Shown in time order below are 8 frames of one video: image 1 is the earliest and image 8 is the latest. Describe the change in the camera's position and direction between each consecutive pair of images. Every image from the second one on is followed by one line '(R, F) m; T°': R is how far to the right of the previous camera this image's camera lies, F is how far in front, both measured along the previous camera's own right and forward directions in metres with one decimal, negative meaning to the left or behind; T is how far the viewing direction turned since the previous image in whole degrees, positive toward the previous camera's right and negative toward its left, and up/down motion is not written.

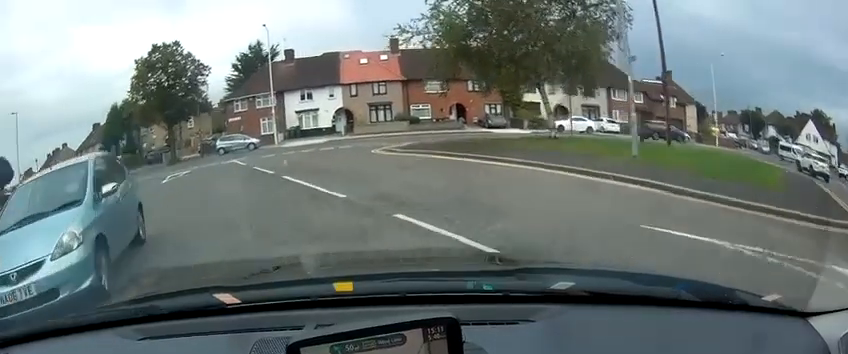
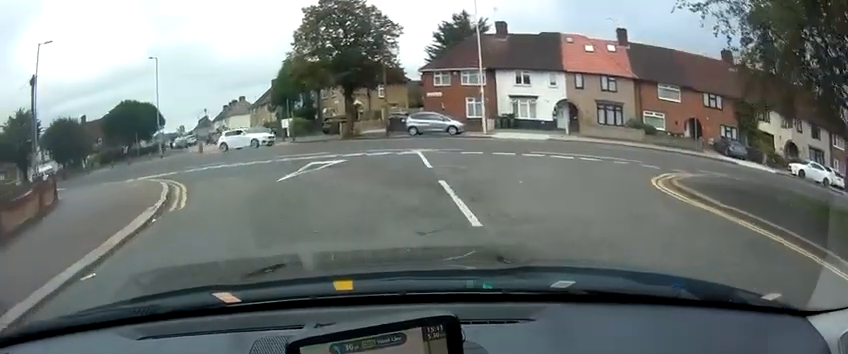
(-1.3, +10.9) m; -22°
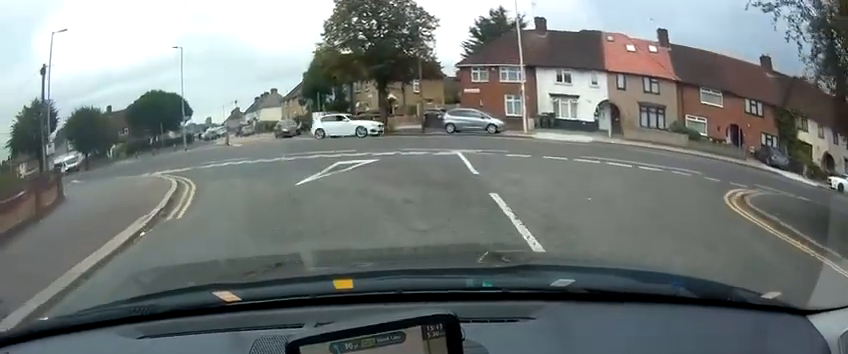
(-0.2, +1.8) m; -6°
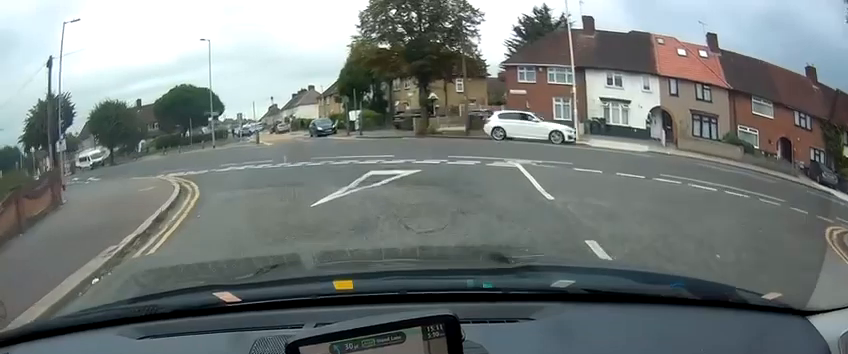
(-0.3, +2.6) m; -7°
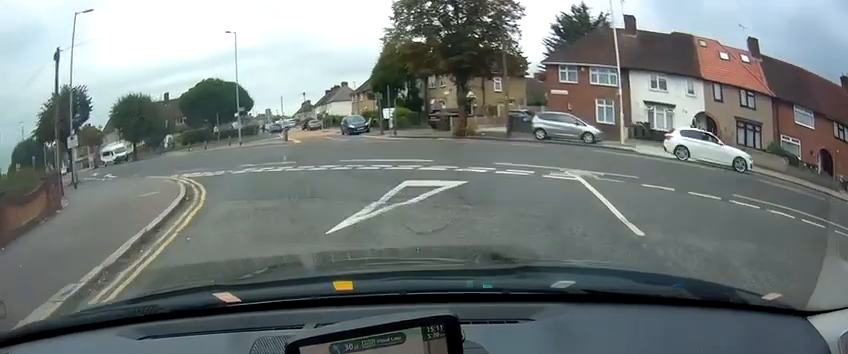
(-0.1, +1.9) m; -3°
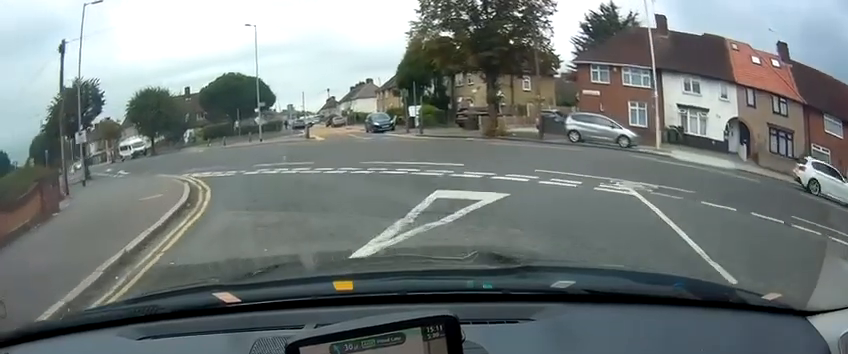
(0.0, +1.4) m; -2°
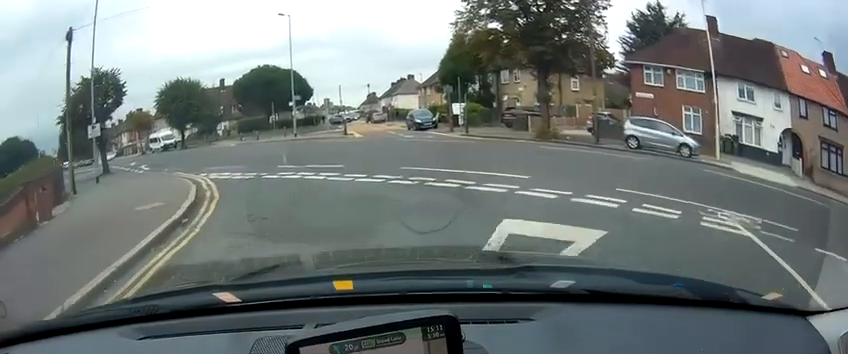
(-0.2, +2.2) m; -6°
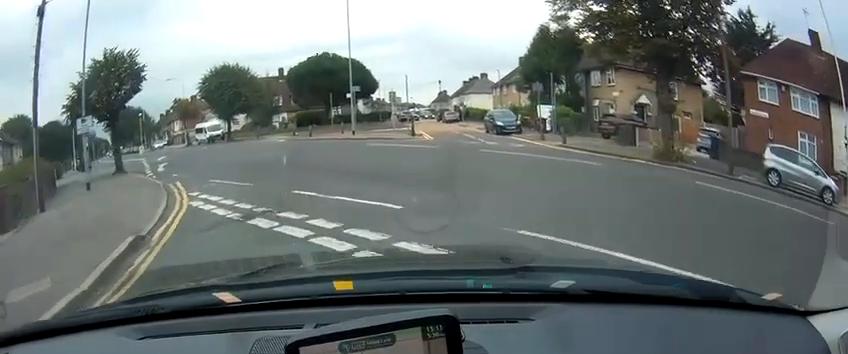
(0.0, +6.1) m; +1°
